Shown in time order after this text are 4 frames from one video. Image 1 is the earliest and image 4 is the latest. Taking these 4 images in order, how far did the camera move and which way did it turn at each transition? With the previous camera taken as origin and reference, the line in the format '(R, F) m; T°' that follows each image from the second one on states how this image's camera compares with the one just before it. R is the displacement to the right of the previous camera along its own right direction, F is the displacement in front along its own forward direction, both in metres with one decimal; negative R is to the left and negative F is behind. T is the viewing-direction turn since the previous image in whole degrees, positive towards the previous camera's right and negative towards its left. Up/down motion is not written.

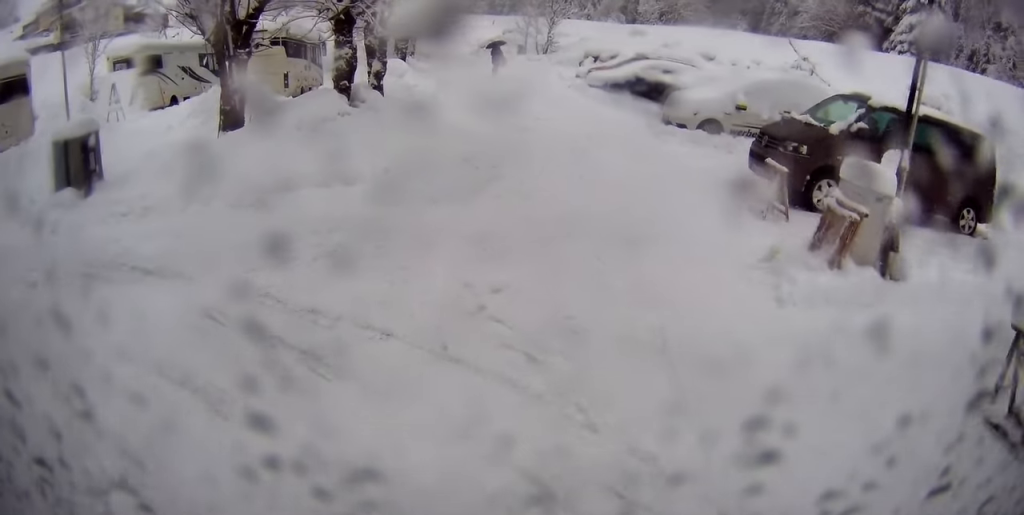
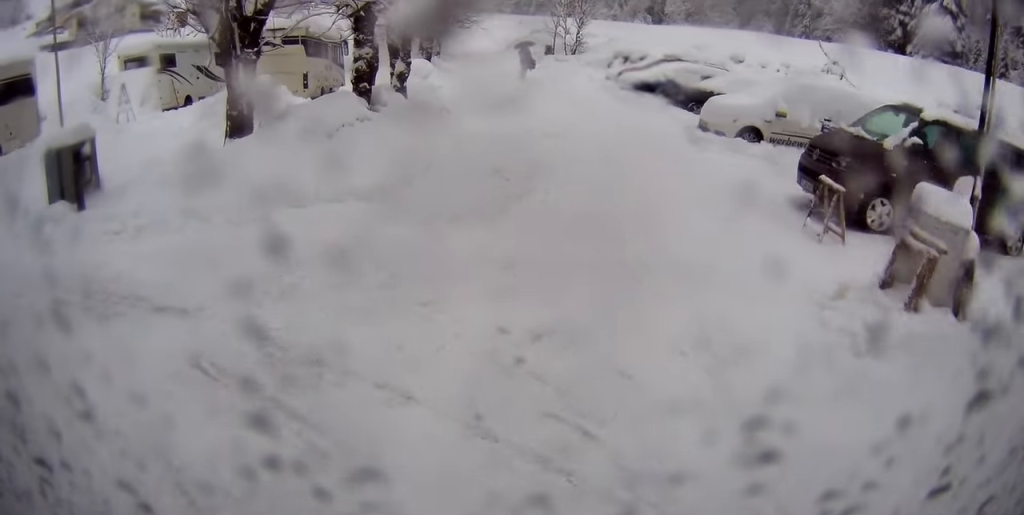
(0.0, +1.5) m; -4°
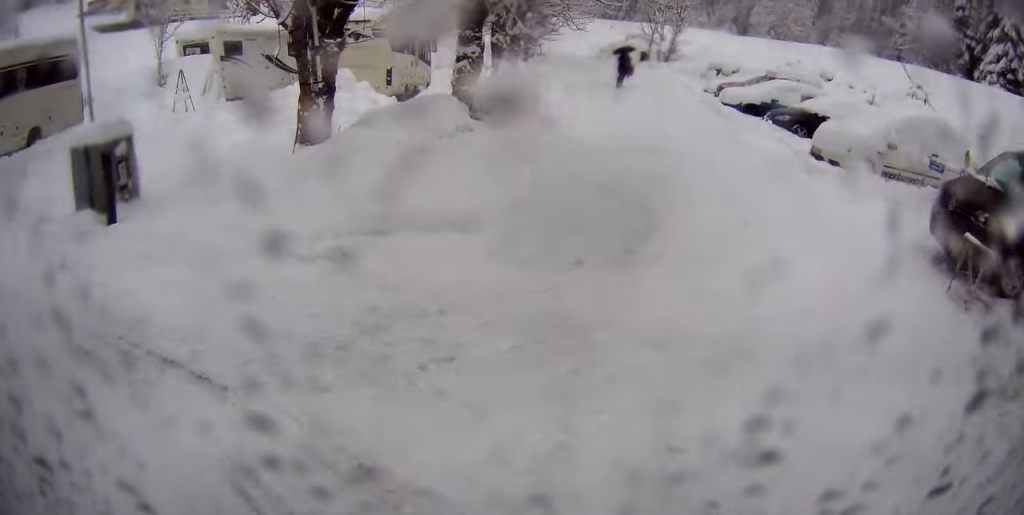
(-0.2, +2.4) m; -14°
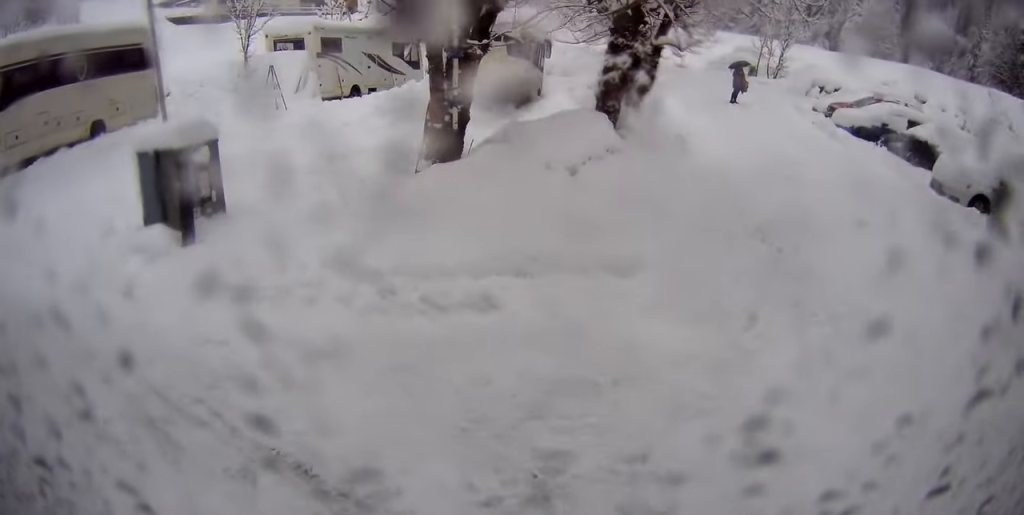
(-0.3, +1.3) m; -17°
